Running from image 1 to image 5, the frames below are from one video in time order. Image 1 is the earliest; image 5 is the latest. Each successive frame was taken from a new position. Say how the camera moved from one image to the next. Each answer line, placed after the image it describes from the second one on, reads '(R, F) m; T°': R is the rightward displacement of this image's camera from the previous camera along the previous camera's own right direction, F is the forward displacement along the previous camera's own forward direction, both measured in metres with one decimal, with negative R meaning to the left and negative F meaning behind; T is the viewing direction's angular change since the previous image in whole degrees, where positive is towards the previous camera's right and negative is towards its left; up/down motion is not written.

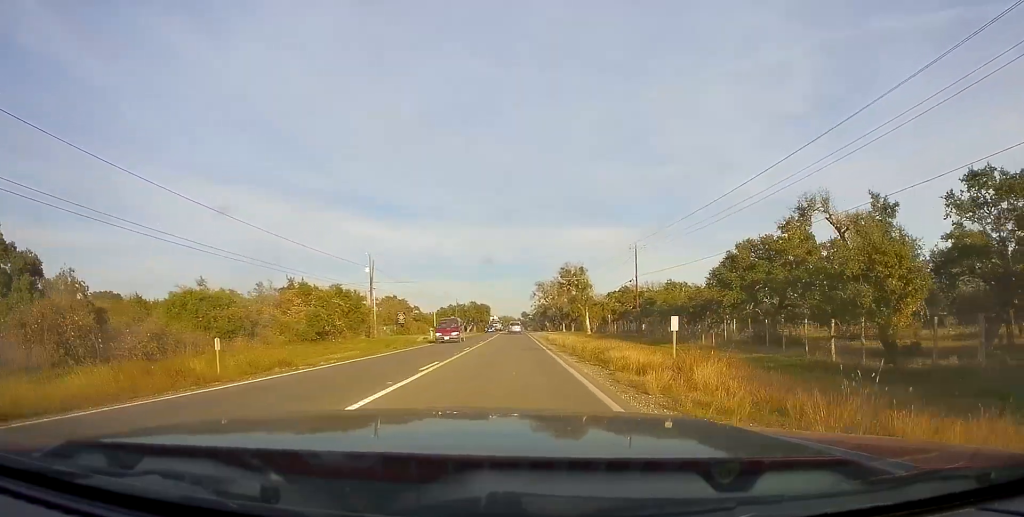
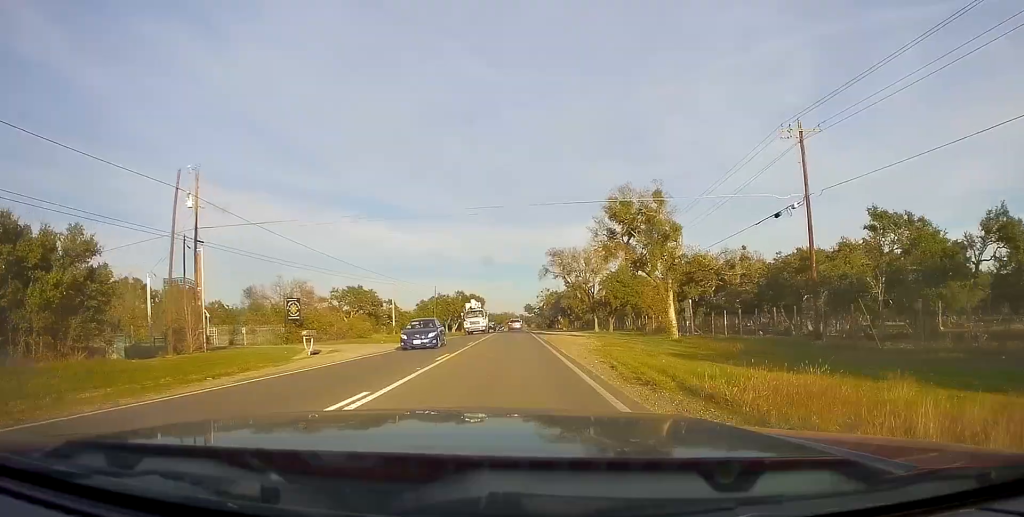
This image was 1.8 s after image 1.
(-0.9, +42.9) m; 0°
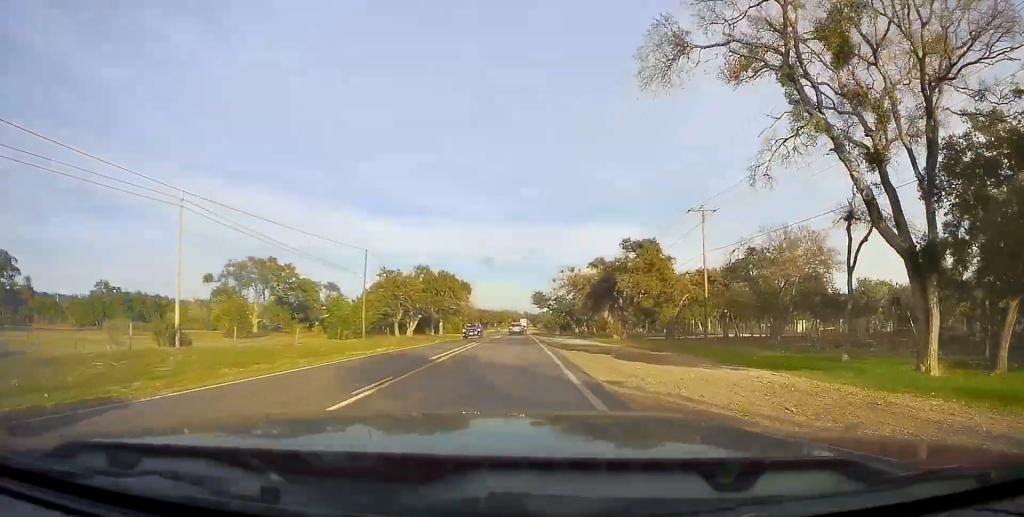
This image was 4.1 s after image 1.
(+0.1, +55.2) m; 0°
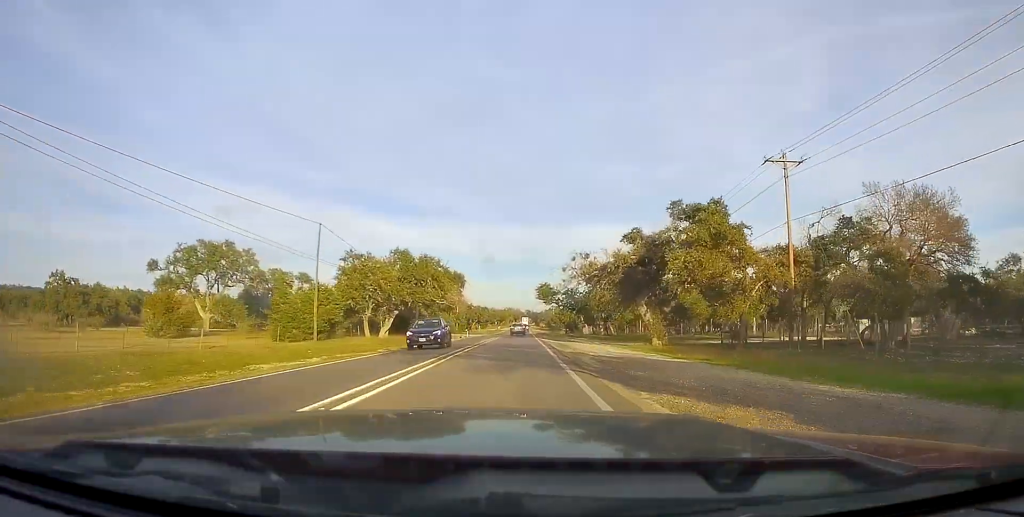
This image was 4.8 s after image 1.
(+0.3, +15.5) m; 0°
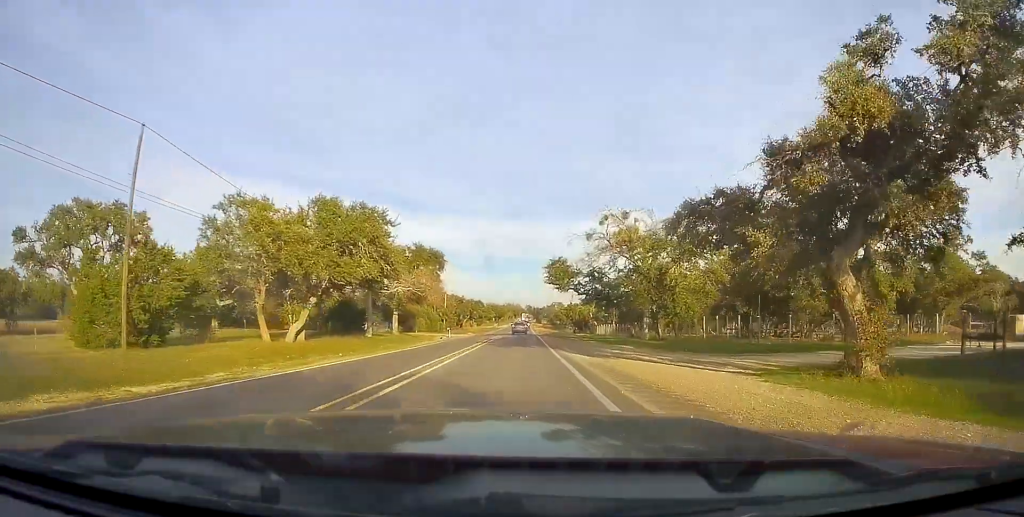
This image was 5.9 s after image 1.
(-0.5, +24.7) m; -1°
